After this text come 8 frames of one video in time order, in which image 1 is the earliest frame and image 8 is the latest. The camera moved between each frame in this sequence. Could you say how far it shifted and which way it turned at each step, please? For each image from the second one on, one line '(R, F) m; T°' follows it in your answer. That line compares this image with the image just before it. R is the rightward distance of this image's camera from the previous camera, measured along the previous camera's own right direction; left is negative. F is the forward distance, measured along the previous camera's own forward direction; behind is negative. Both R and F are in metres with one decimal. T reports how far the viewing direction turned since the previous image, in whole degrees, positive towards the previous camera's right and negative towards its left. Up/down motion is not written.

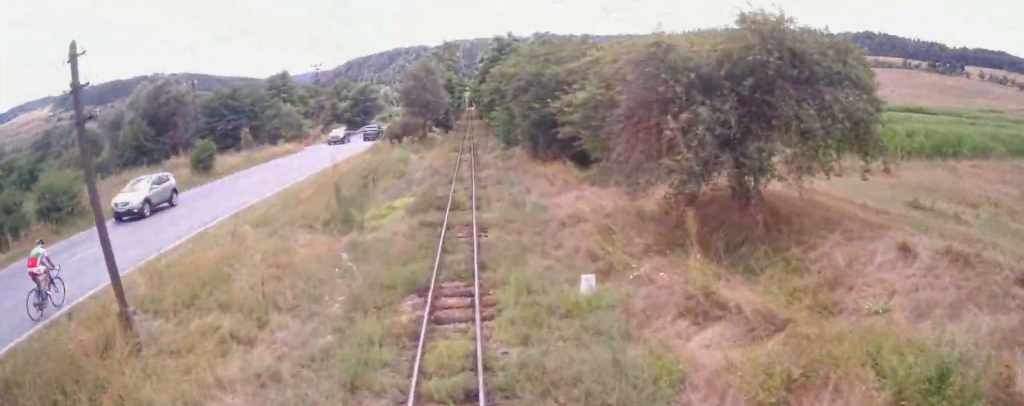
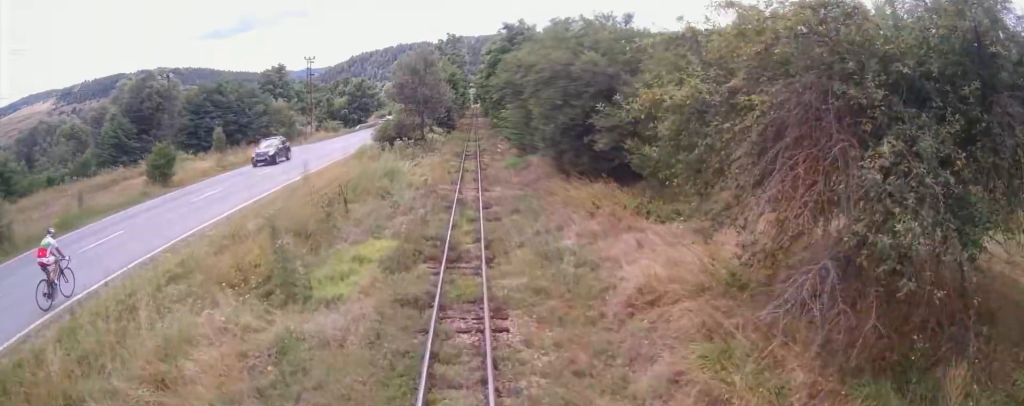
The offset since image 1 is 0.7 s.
(0.0, +6.3) m; 0°
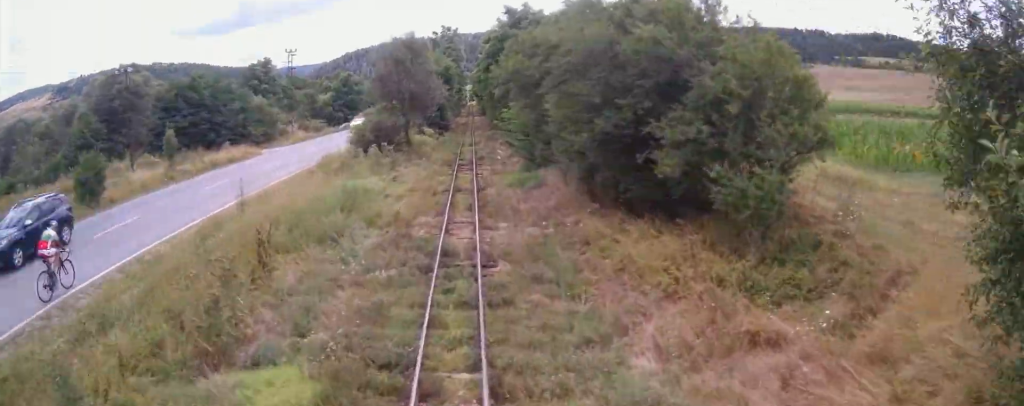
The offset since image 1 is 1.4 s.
(0.0, +6.9) m; 0°
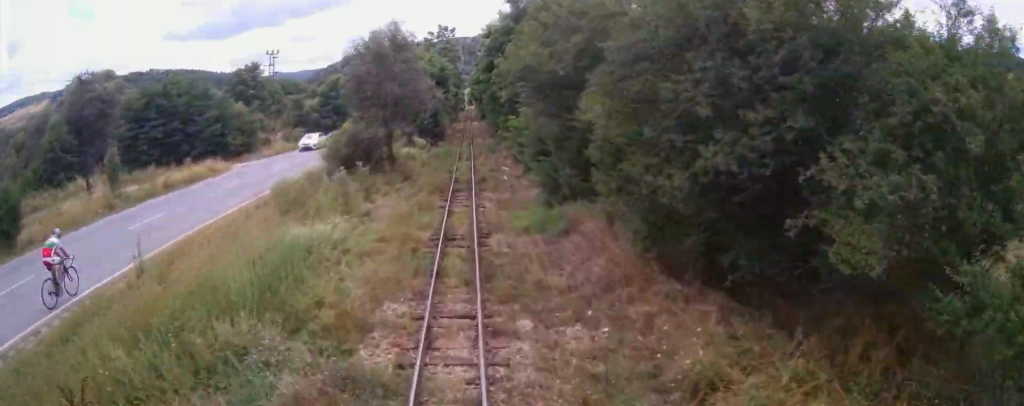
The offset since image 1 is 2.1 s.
(0.0, +6.6) m; -1°
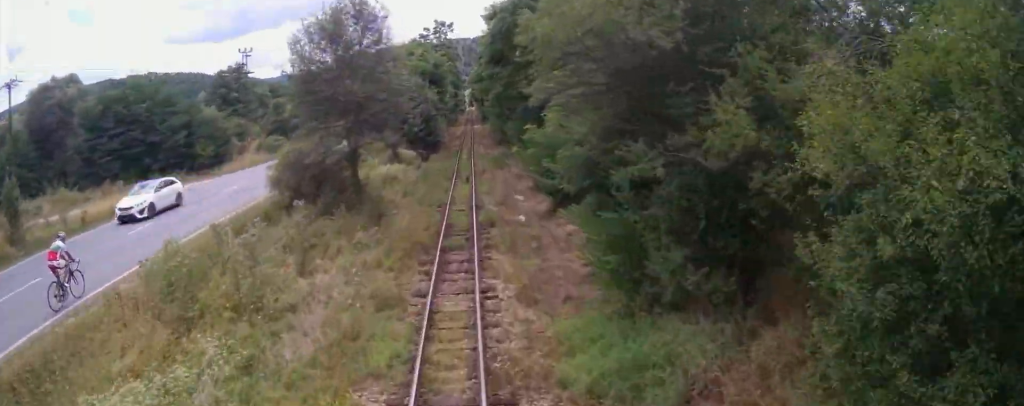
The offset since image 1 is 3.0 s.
(-0.1, +8.6) m; -3°
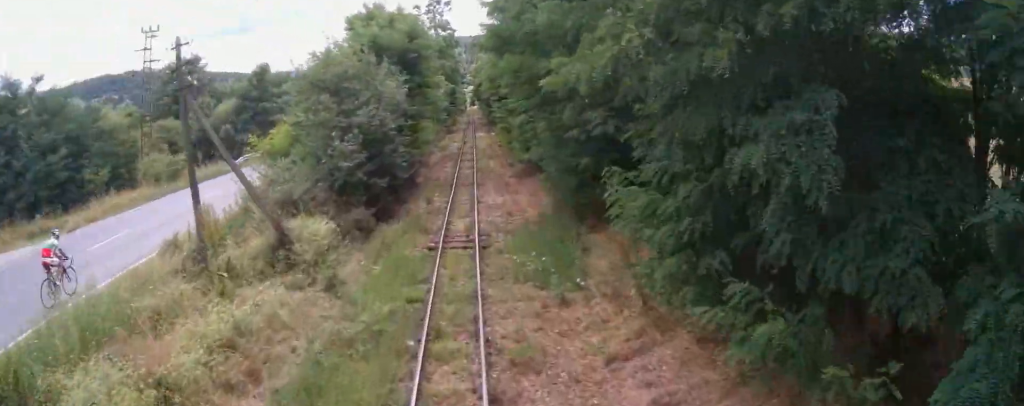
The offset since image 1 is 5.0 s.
(-0.5, +20.2) m; +1°
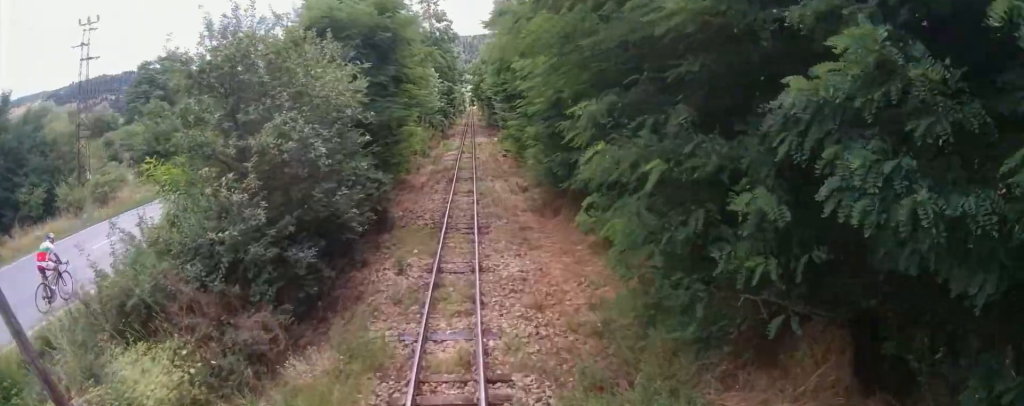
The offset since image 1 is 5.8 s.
(+0.2, +8.0) m; +2°
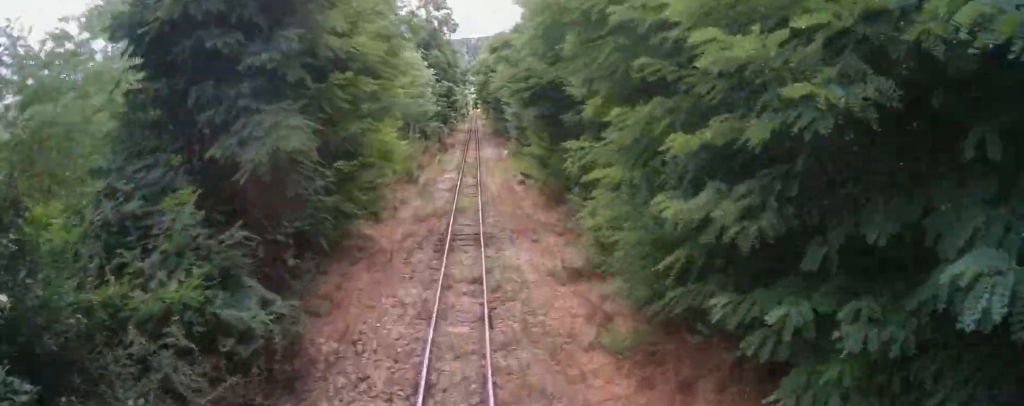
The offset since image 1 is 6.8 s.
(0.0, +10.4) m; -2°
